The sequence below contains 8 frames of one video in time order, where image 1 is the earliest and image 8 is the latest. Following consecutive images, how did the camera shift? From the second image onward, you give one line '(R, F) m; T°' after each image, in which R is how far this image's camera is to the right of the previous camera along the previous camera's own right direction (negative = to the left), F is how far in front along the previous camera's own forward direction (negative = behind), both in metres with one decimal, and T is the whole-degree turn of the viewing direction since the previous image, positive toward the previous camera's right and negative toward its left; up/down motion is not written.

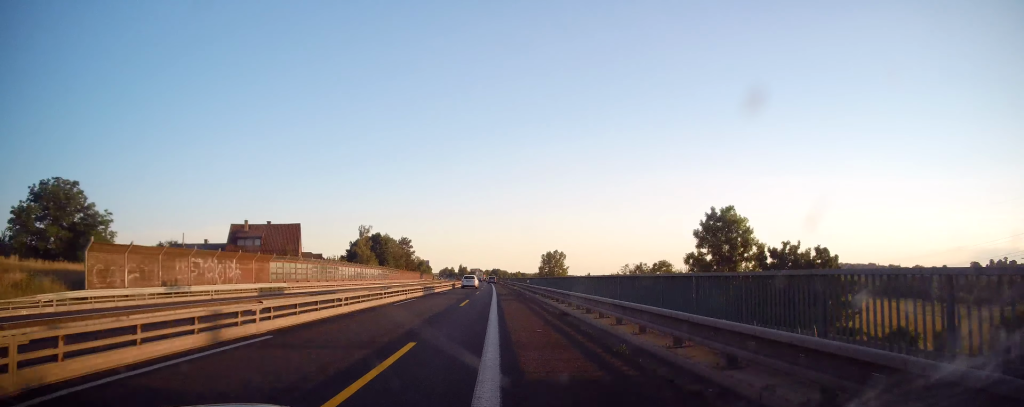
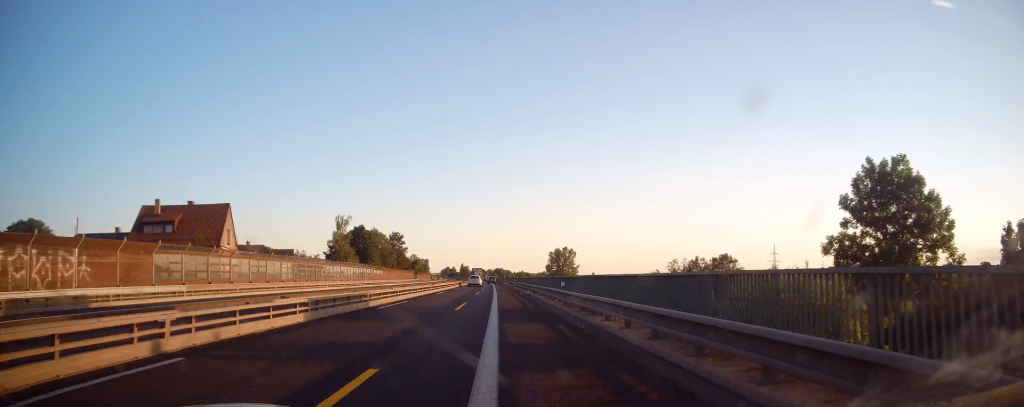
(-0.2, +21.0) m; -1°
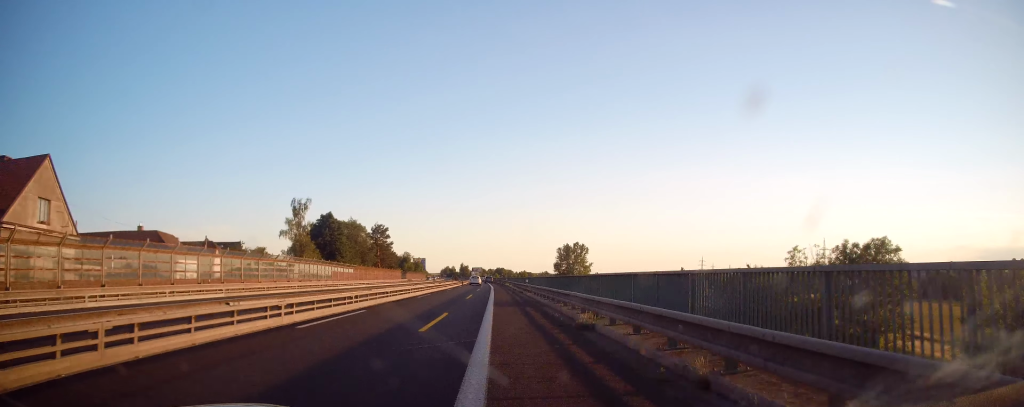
(-0.1, +25.4) m; 0°
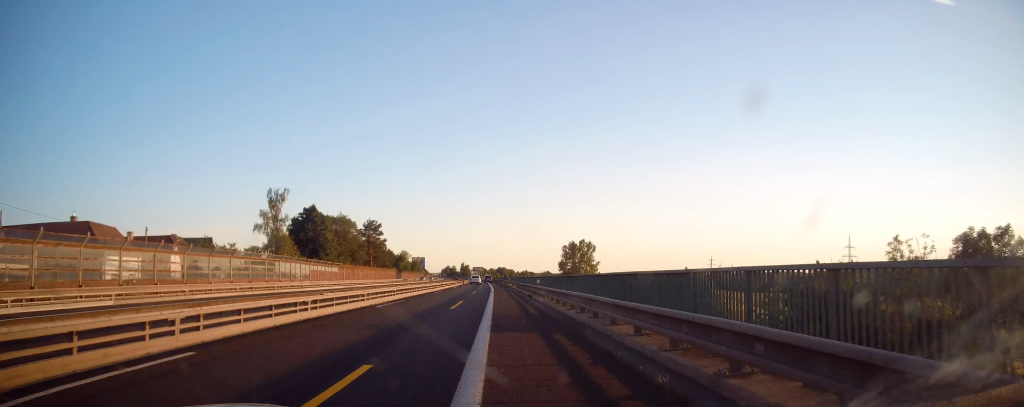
(0.0, +10.2) m; 0°
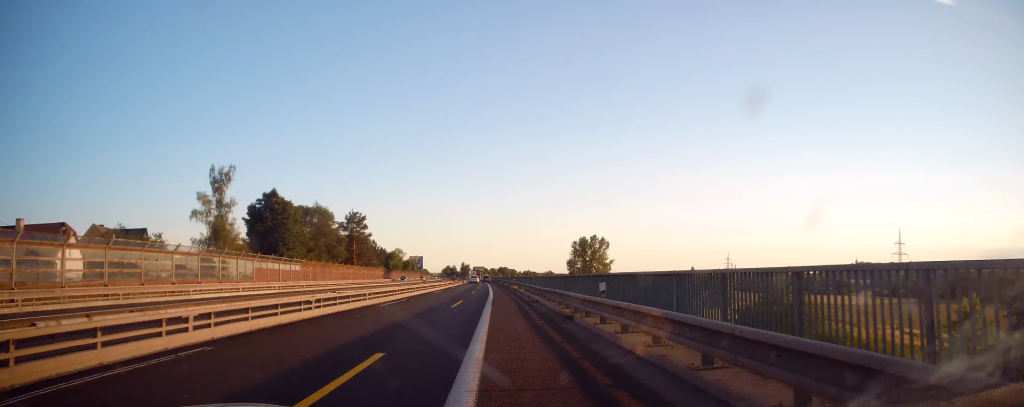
(0.0, +17.5) m; 0°
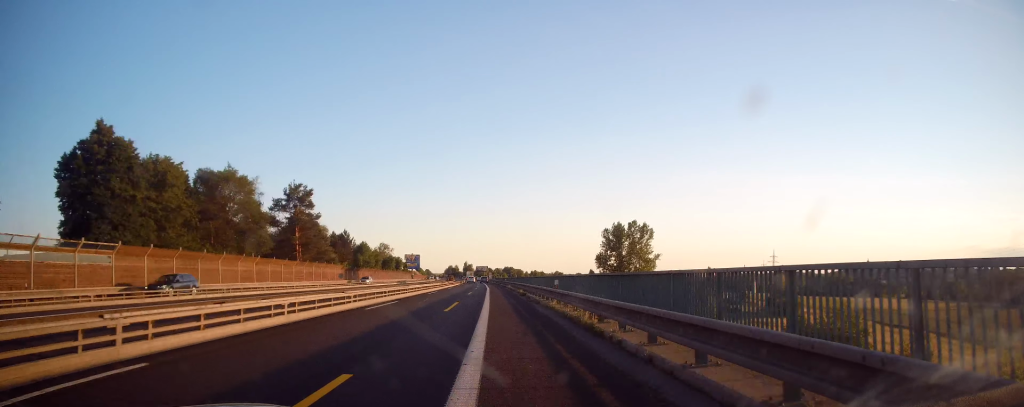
(-0.6, +38.2) m; -1°
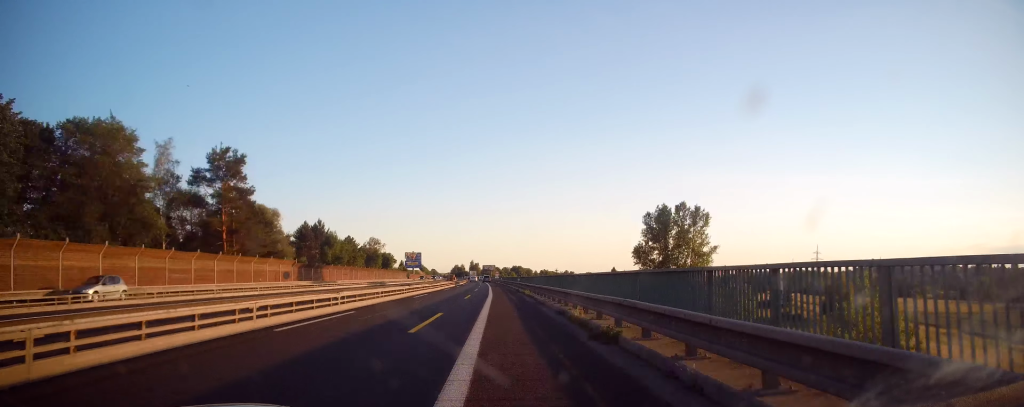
(+0.3, +25.3) m; +1°
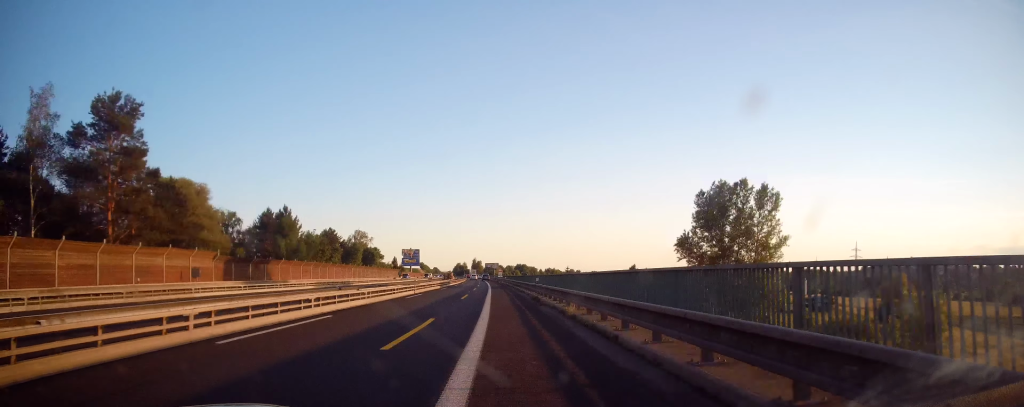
(+0.1, +20.2) m; -1°
